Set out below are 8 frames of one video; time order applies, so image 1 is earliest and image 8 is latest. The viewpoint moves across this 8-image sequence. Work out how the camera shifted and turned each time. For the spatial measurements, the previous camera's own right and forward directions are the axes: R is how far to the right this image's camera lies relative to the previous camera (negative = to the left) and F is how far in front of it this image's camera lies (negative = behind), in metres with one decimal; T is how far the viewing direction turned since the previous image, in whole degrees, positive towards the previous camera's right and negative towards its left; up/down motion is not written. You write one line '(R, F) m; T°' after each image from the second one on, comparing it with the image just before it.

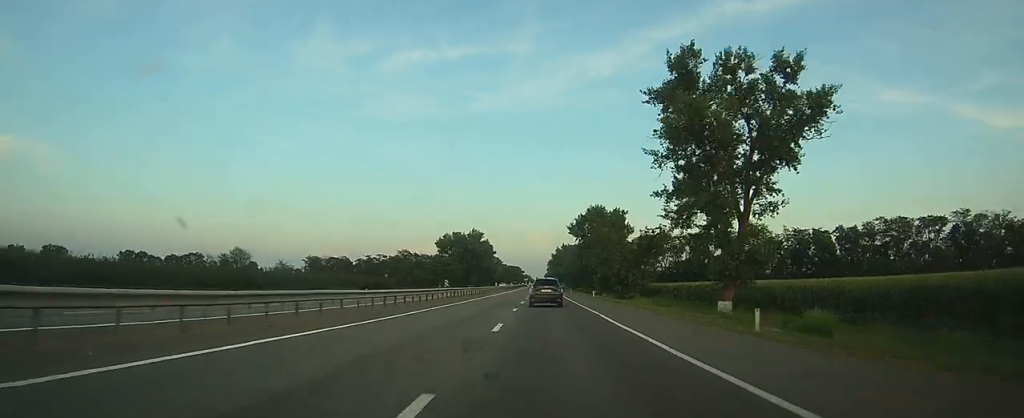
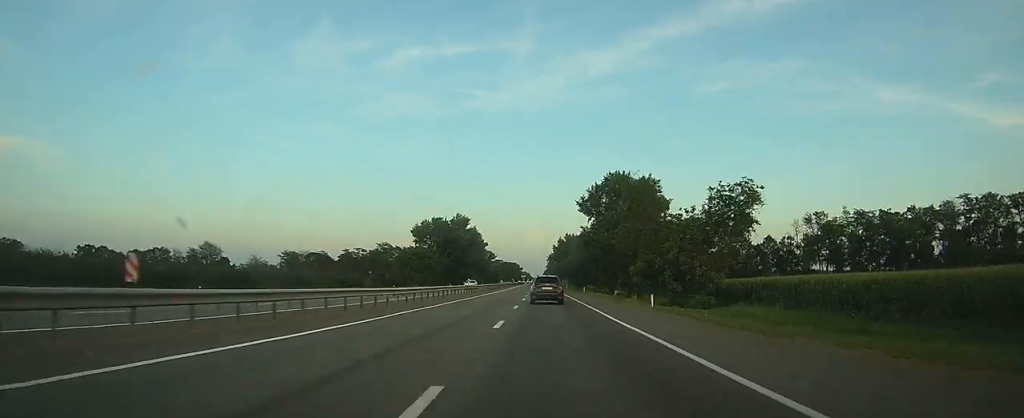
(0.0, +35.4) m; 0°
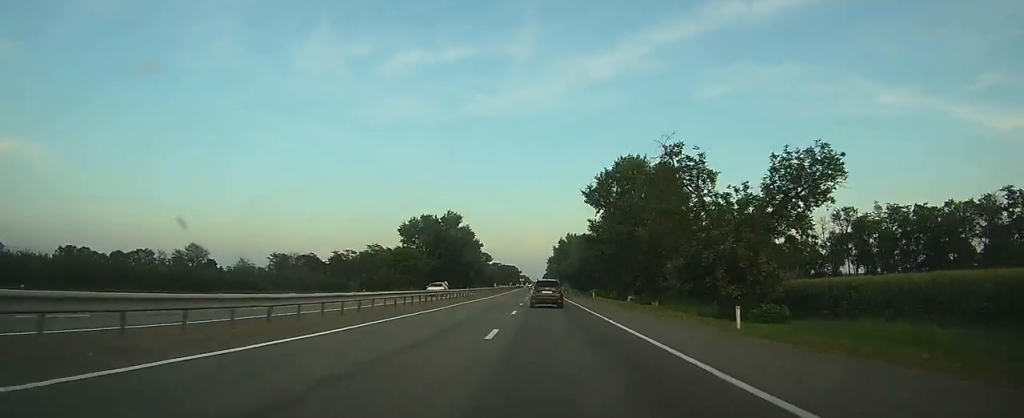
(-0.1, +14.2) m; 0°
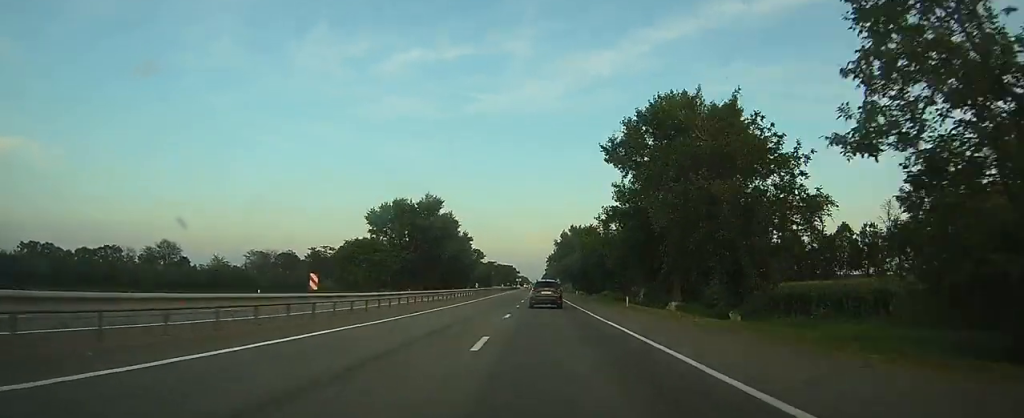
(-0.1, +26.4) m; 0°
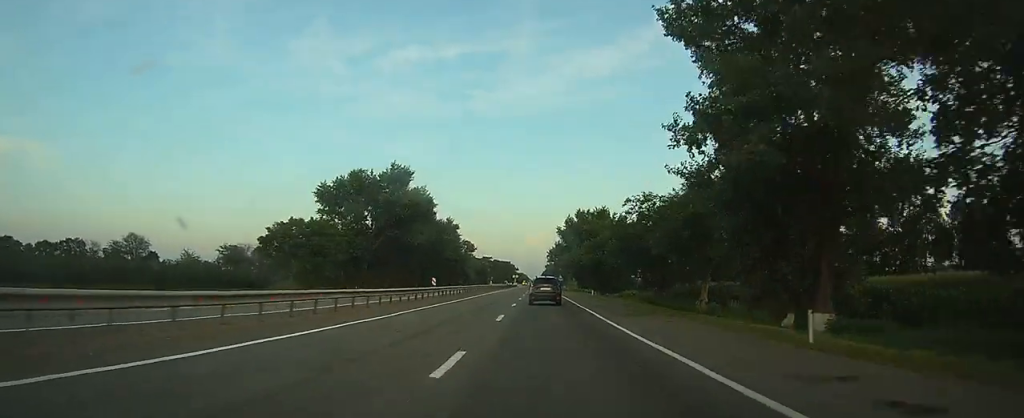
(0.0, +27.4) m; 0°
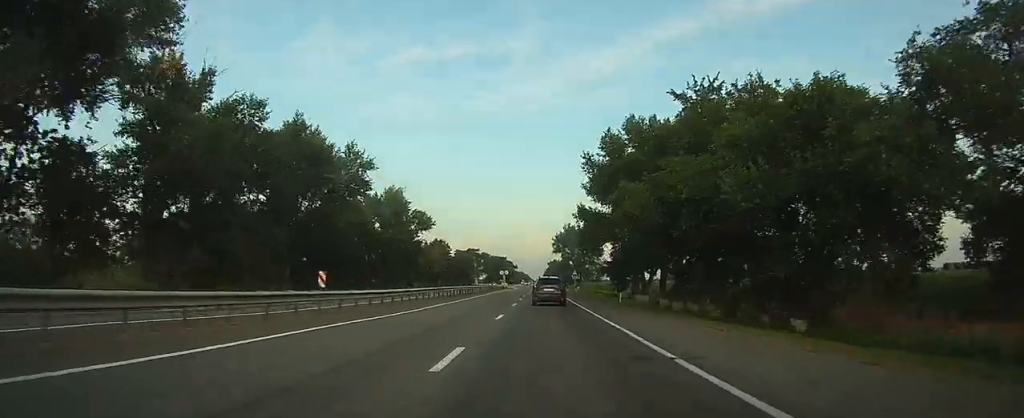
(+0.3, +71.0) m; 0°
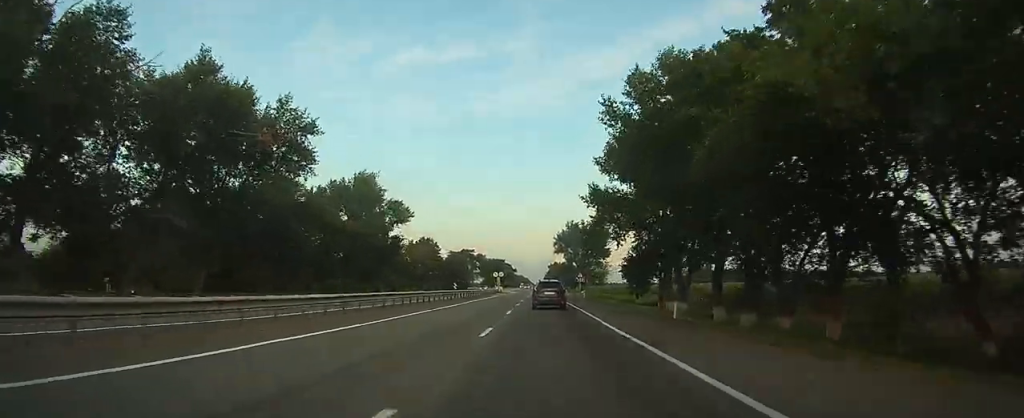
(0.0, +17.3) m; 0°
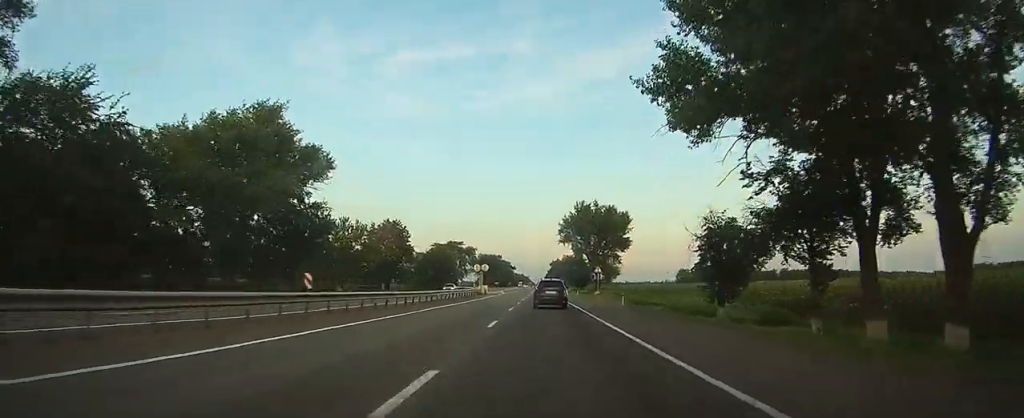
(+0.1, +33.5) m; 0°
